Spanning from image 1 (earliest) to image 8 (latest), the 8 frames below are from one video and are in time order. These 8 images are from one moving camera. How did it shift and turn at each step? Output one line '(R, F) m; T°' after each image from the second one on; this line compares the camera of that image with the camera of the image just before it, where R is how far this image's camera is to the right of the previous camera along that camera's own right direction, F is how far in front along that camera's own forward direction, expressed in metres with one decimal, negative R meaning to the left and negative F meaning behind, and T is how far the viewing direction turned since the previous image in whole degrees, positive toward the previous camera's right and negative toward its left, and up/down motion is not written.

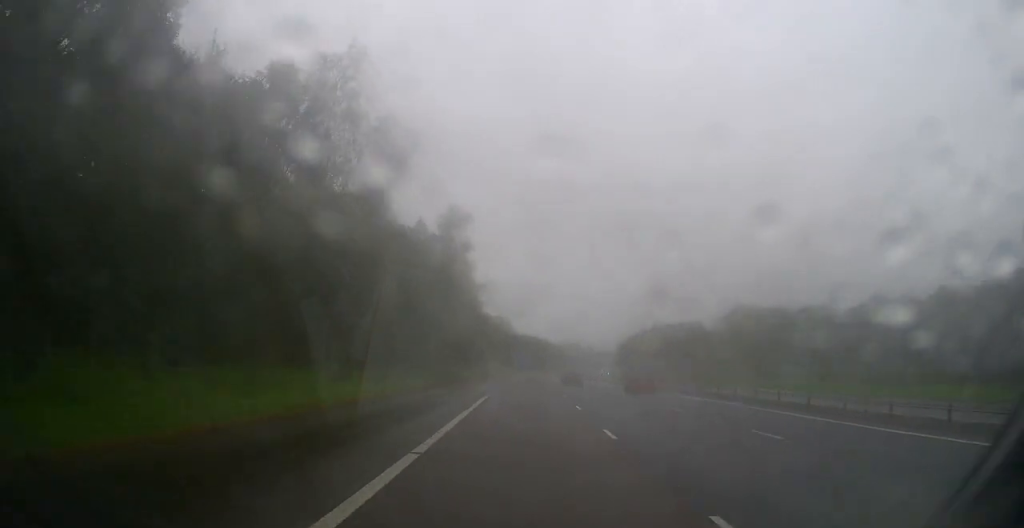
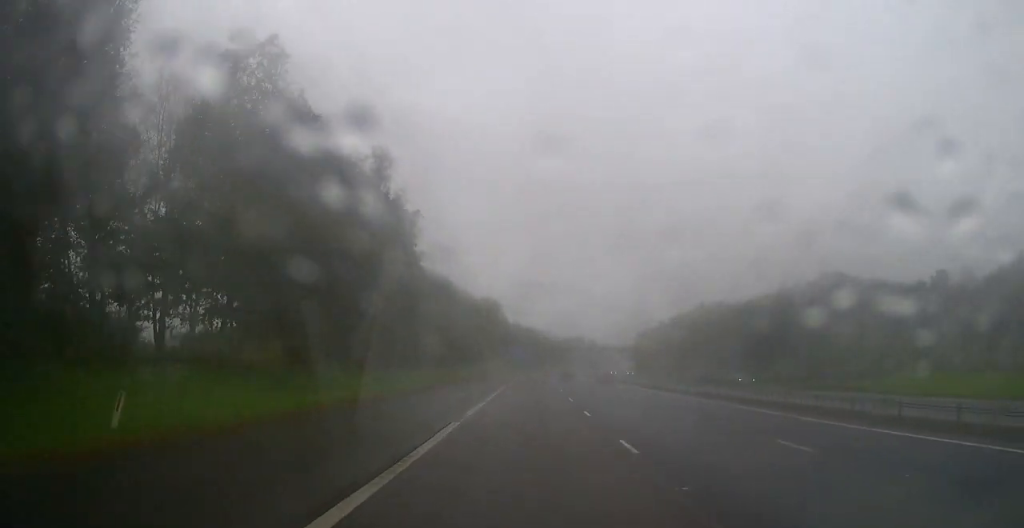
(+0.4, +65.1) m; +1°
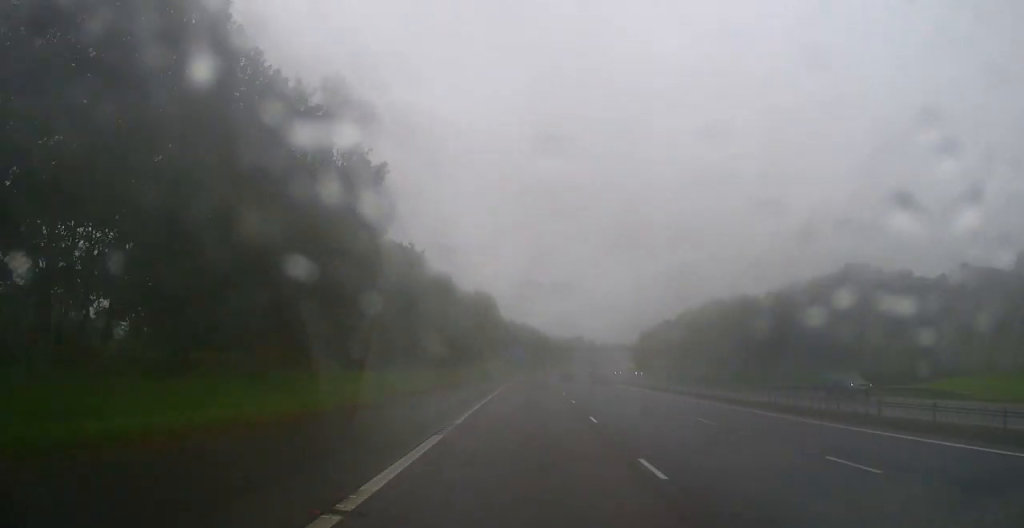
(0.0, +11.7) m; 0°
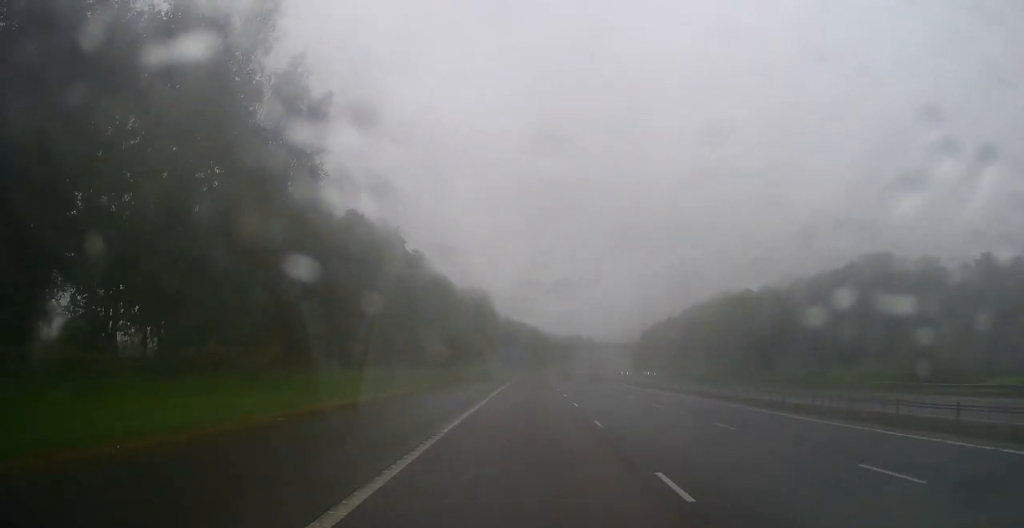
(0.0, +10.9) m; 0°
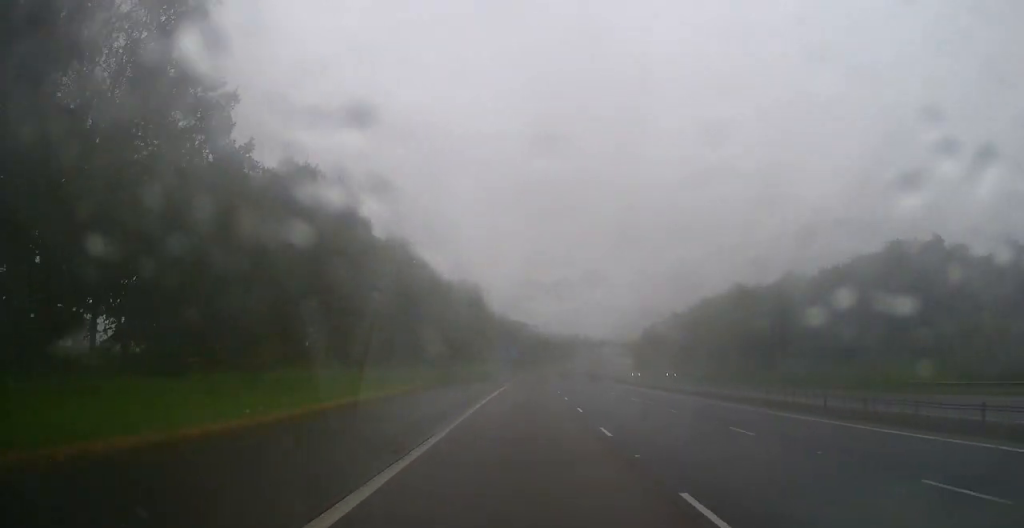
(0.0, +10.9) m; 0°
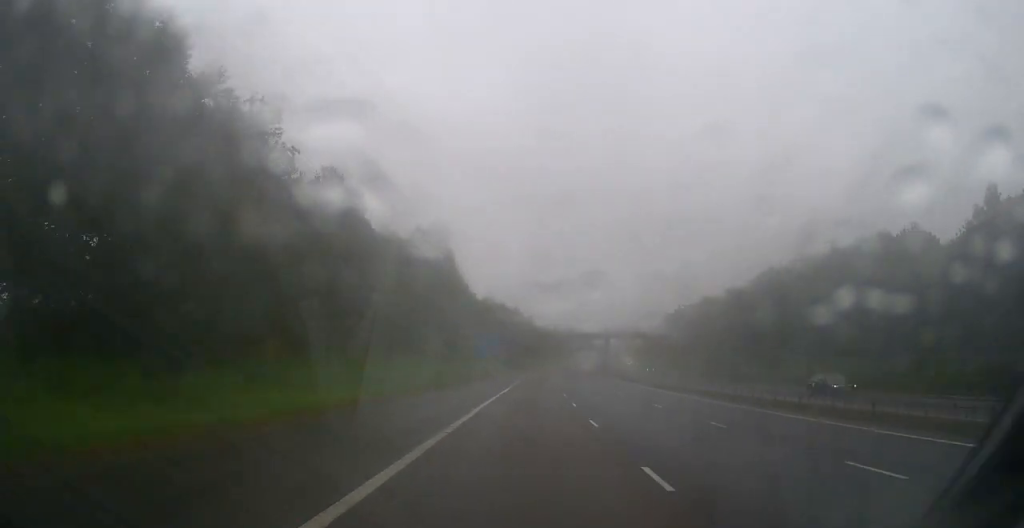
(+0.4, +42.1) m; +1°
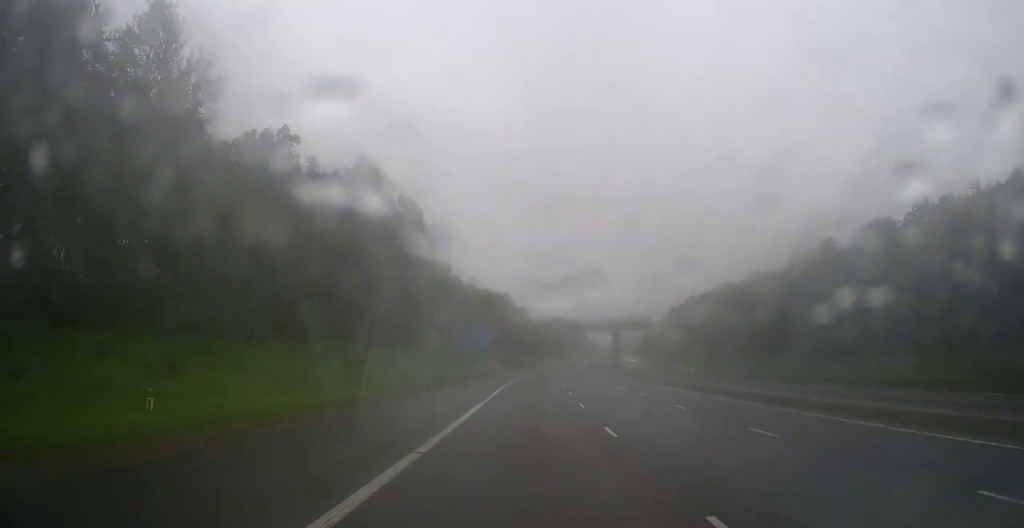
(0.0, +22.0) m; 0°
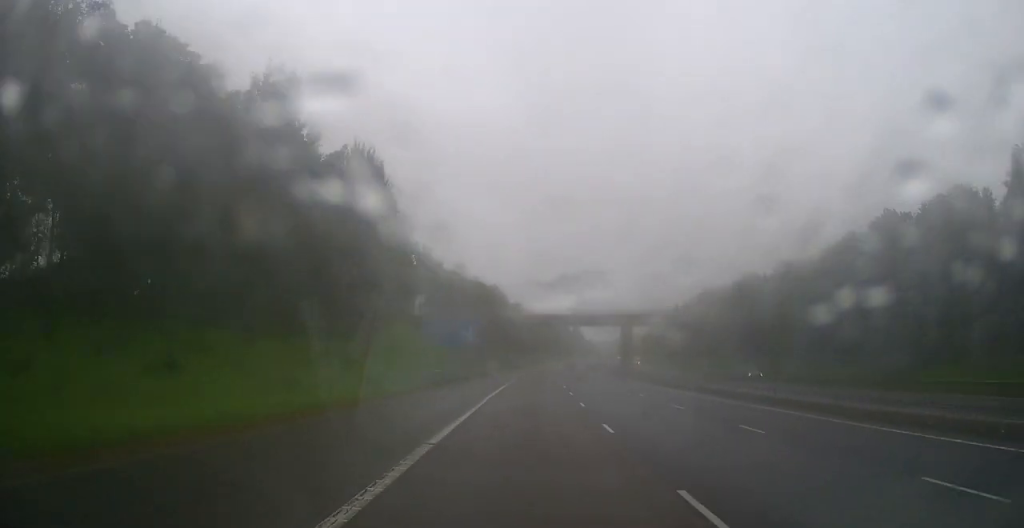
(0.0, +16.9) m; 0°
